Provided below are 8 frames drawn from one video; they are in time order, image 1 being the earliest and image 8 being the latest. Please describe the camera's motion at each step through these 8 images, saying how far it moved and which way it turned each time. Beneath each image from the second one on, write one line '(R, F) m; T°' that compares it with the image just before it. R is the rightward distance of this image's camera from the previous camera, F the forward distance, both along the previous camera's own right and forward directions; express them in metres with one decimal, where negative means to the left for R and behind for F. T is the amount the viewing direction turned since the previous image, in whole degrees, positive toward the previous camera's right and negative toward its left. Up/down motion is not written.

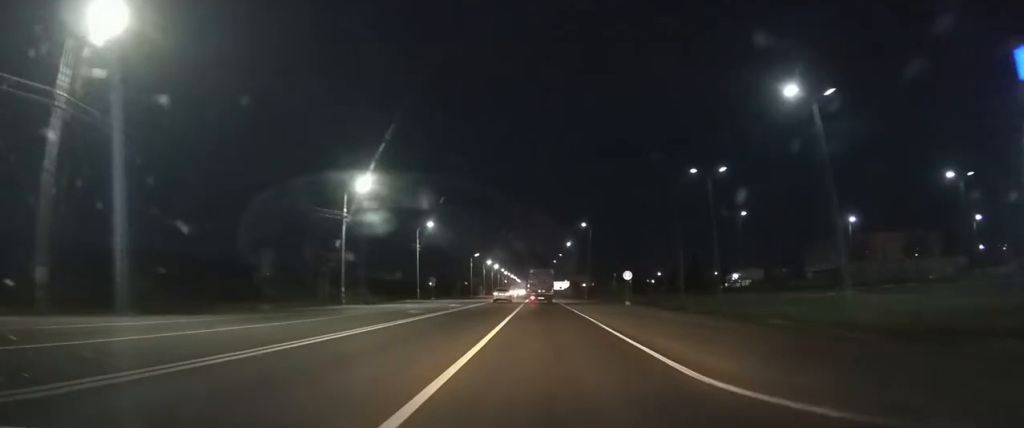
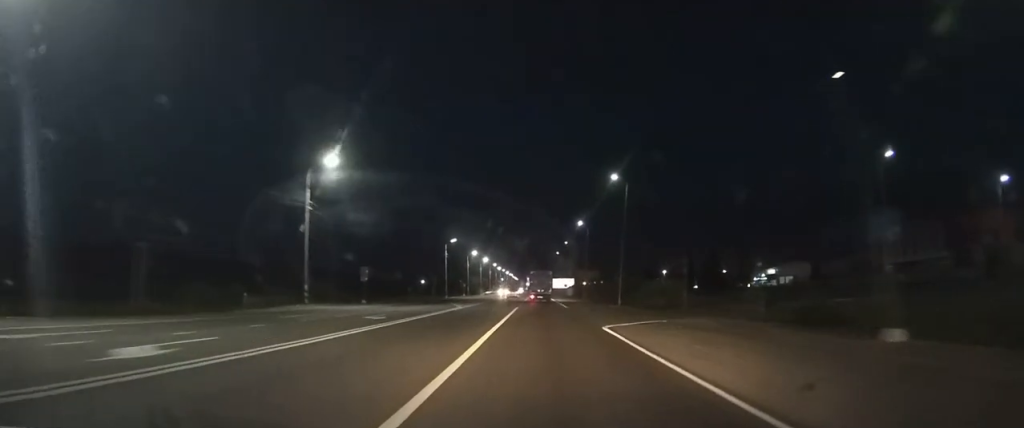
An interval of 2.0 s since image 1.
(-0.4, +37.3) m; -1°
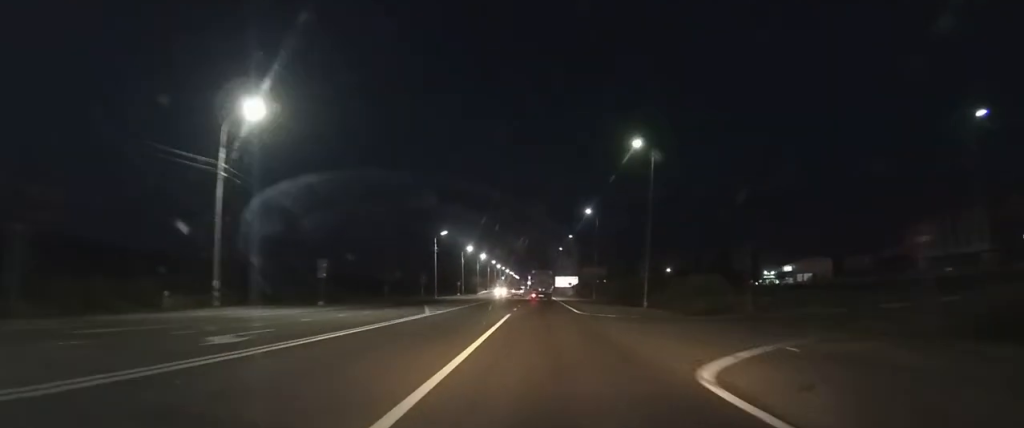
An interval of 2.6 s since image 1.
(0.0, +11.9) m; 0°
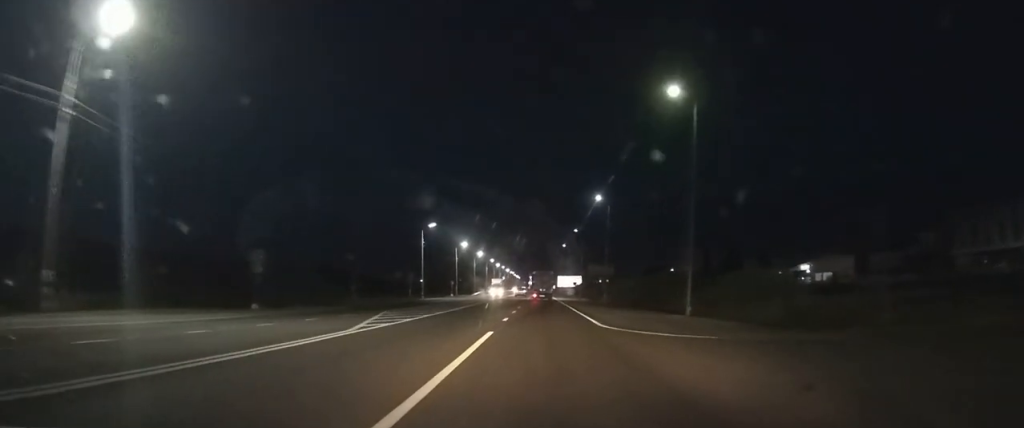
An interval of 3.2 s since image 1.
(+0.1, +11.3) m; 0°
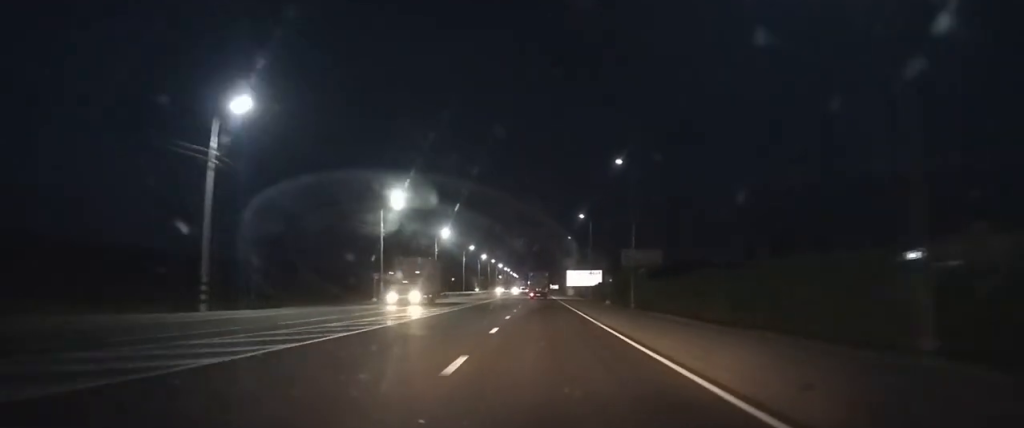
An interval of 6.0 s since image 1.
(+0.1, +53.6) m; 0°
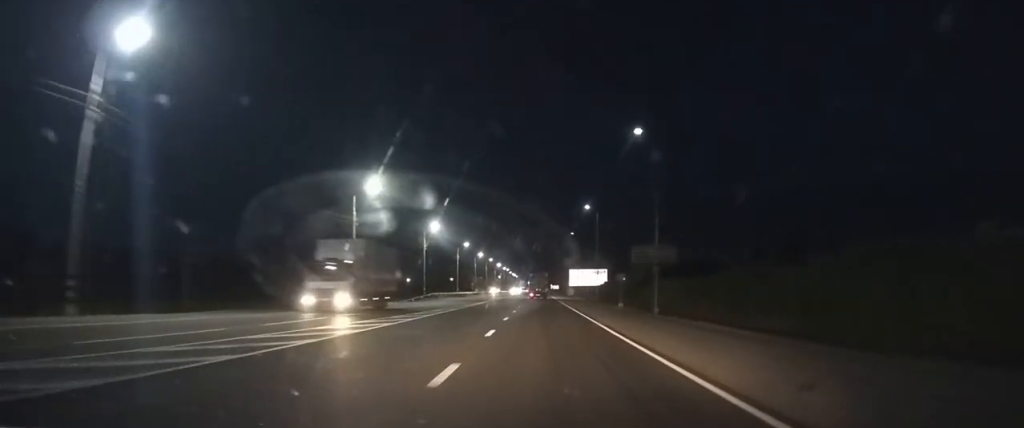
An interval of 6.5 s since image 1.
(0.0, +9.0) m; 0°
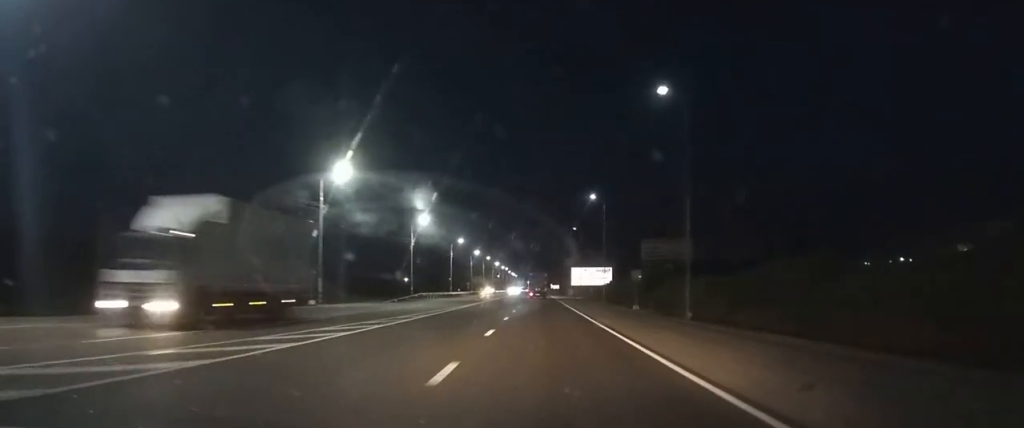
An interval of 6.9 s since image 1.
(0.0, +7.8) m; 0°
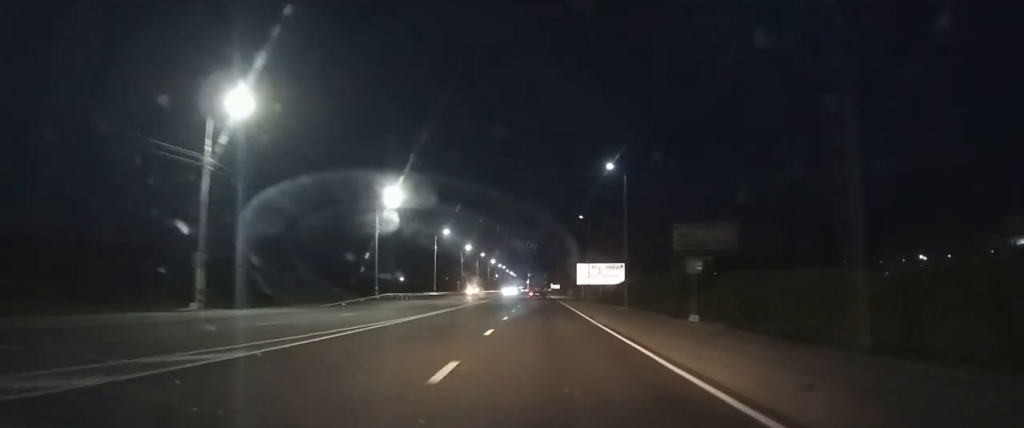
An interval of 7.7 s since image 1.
(0.0, +15.6) m; 0°
